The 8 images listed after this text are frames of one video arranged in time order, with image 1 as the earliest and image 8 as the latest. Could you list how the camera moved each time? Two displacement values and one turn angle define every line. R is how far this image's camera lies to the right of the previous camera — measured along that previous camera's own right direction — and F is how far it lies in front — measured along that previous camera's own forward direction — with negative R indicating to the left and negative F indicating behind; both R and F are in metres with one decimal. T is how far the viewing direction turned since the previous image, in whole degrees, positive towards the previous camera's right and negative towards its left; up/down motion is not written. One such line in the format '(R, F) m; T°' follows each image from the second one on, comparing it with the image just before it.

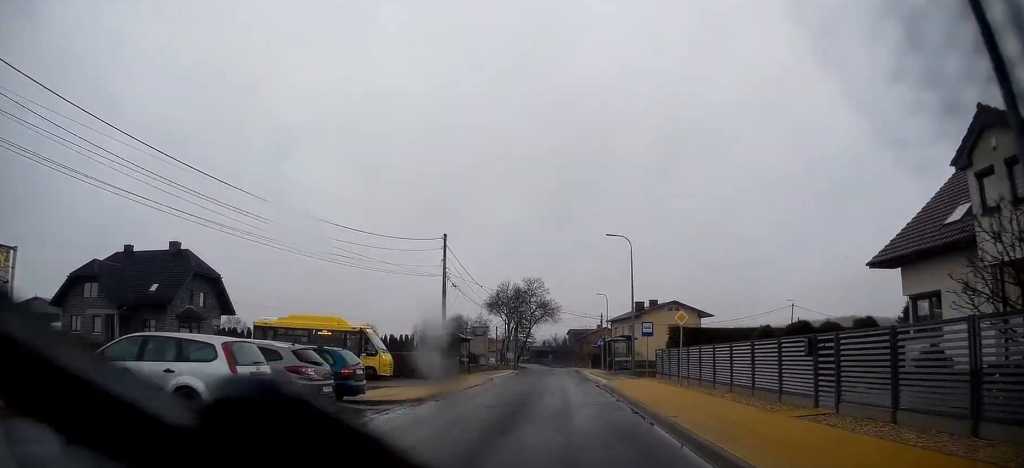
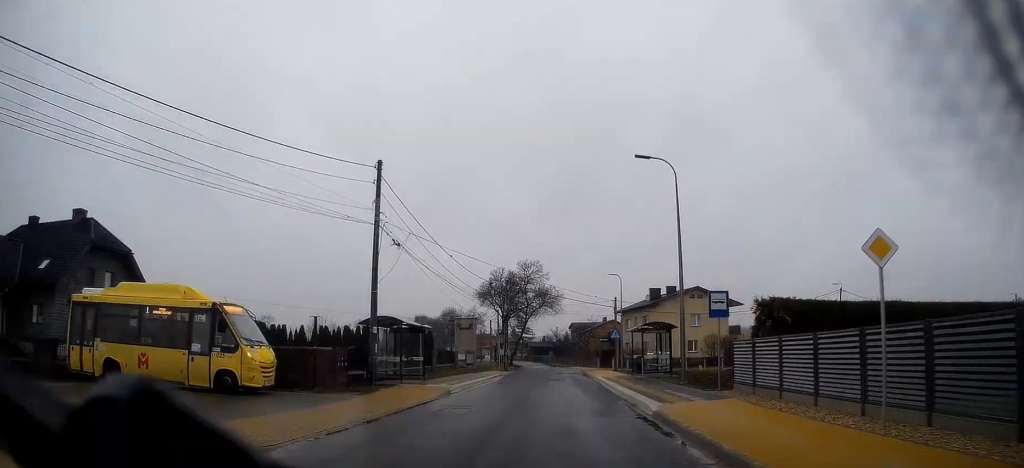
(+0.3, +13.9) m; +1°
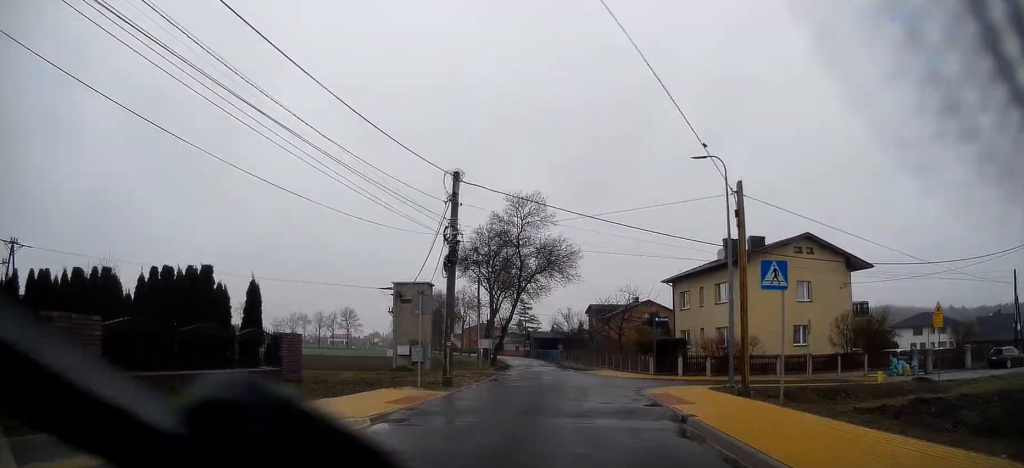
(-0.6, +31.8) m; -1°
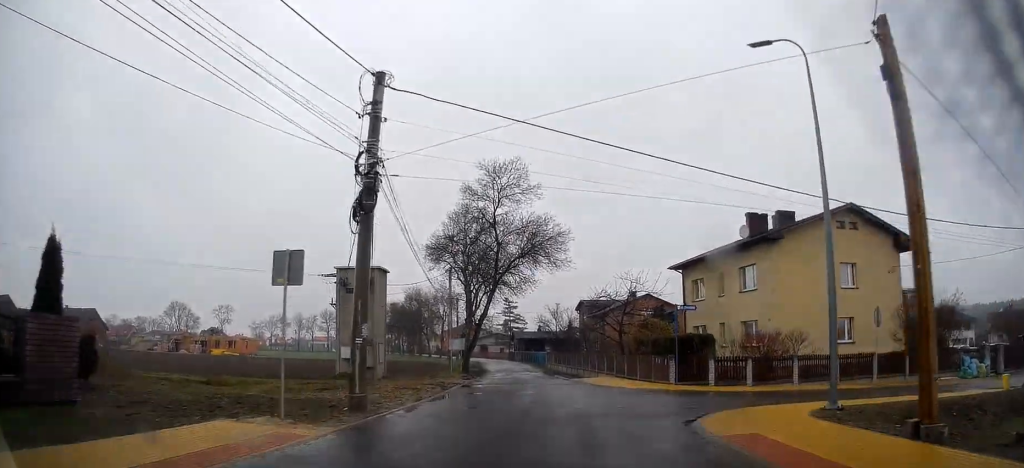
(0.0, +9.3) m; 0°
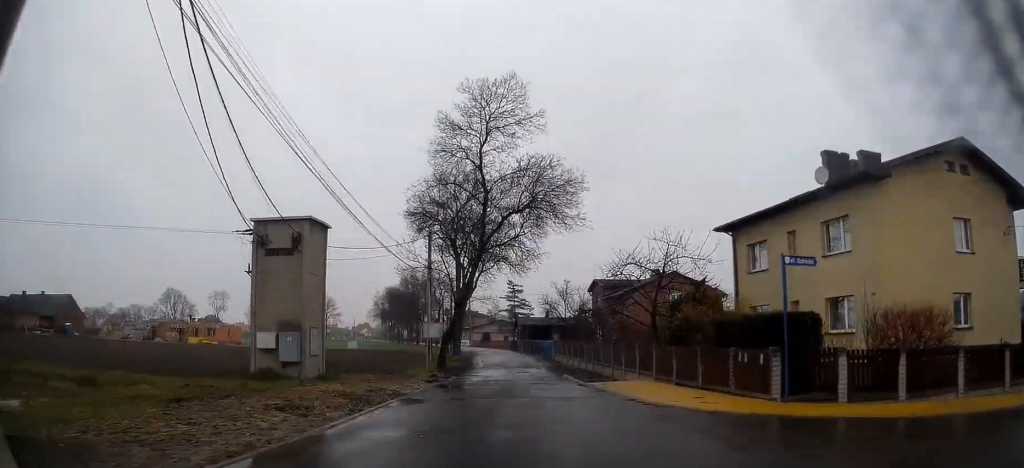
(0.0, +10.9) m; 0°
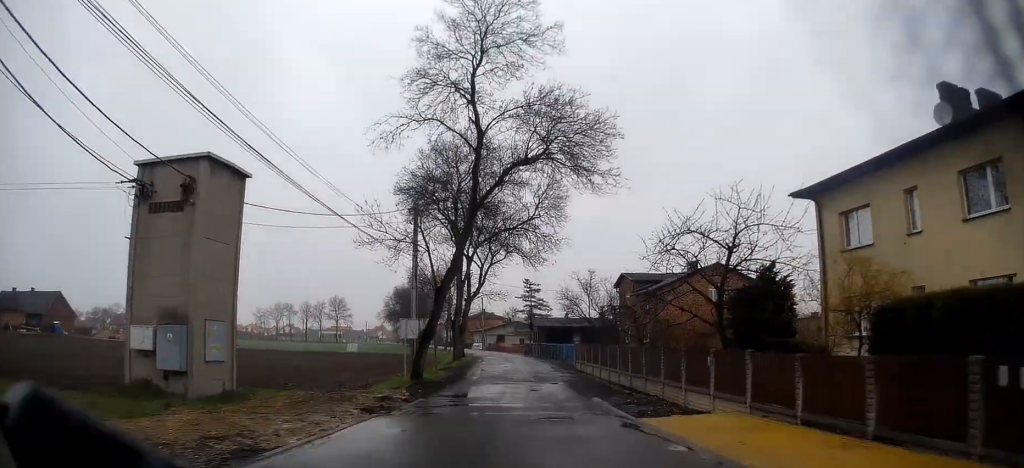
(0.0, +8.9) m; 0°
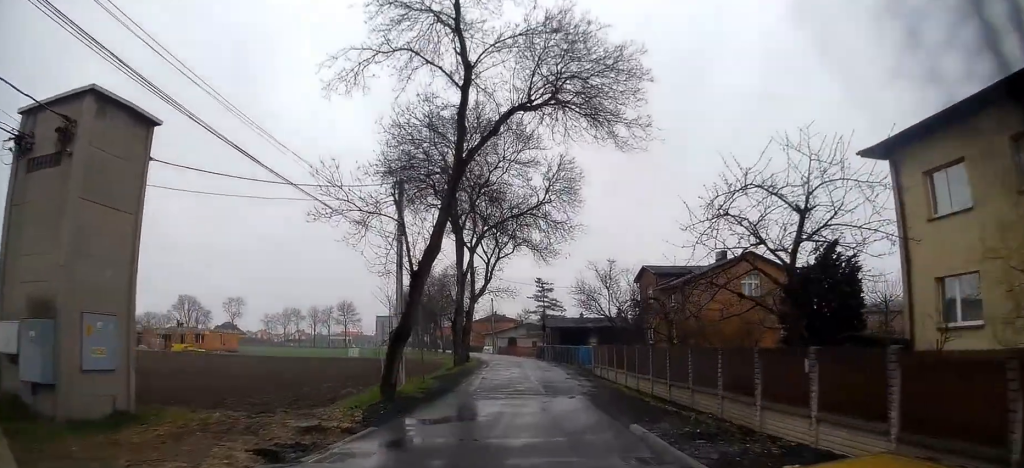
(0.0, +5.3) m; 0°
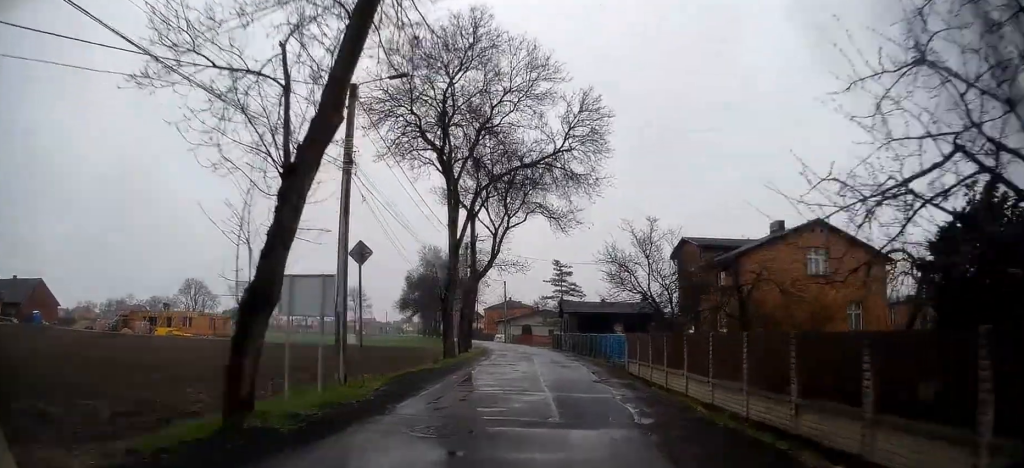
(0.0, +8.5) m; -1°
